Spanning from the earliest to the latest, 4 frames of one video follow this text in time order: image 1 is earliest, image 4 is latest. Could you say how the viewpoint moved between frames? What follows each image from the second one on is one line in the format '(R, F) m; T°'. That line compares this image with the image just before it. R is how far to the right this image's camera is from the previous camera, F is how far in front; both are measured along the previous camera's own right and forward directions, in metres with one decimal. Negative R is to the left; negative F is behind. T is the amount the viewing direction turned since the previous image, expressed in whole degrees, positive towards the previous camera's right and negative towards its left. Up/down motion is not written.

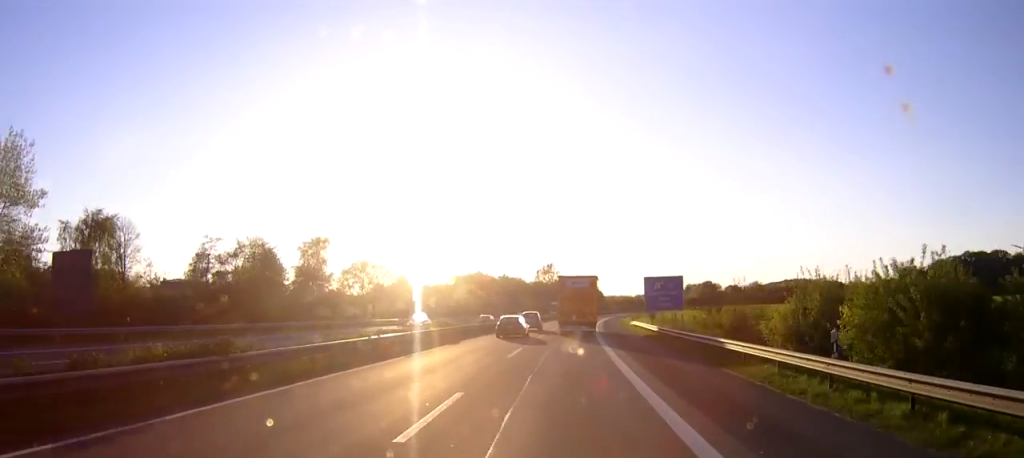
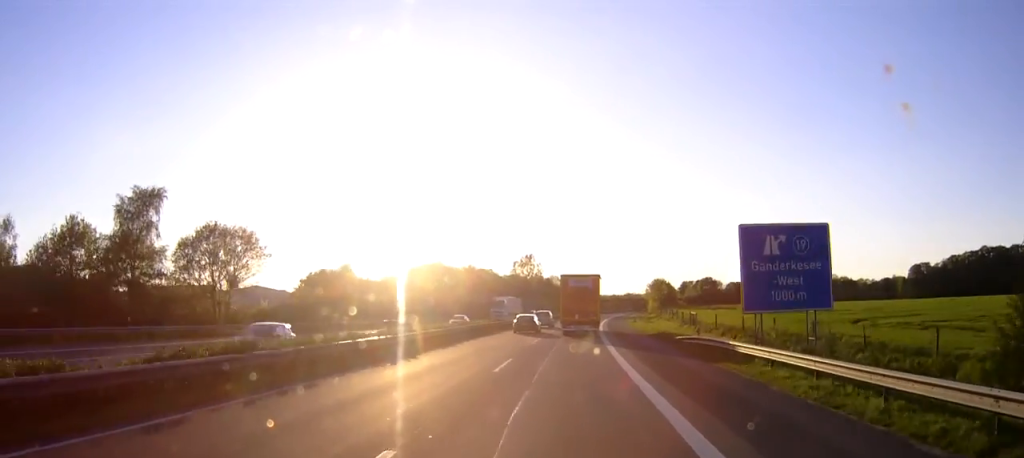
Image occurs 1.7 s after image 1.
(+0.2, +42.5) m; +1°
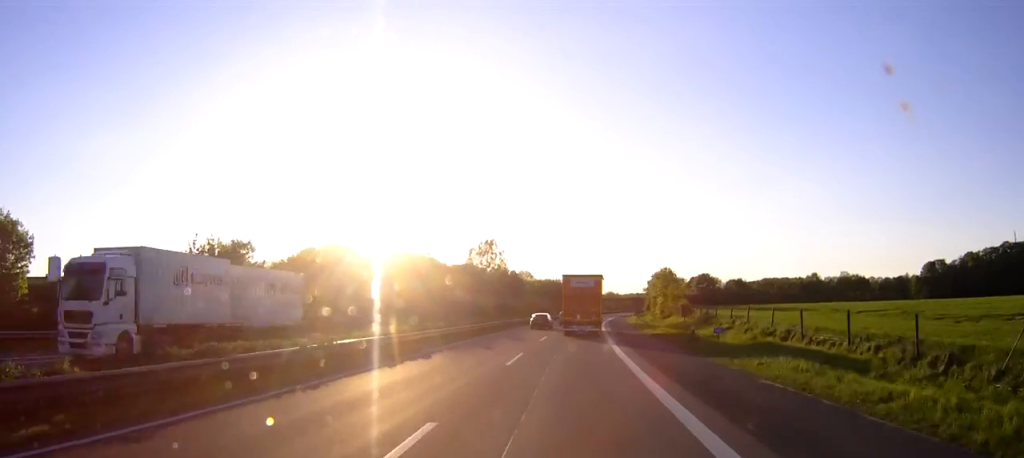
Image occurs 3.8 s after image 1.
(+1.1, +51.5) m; +2°
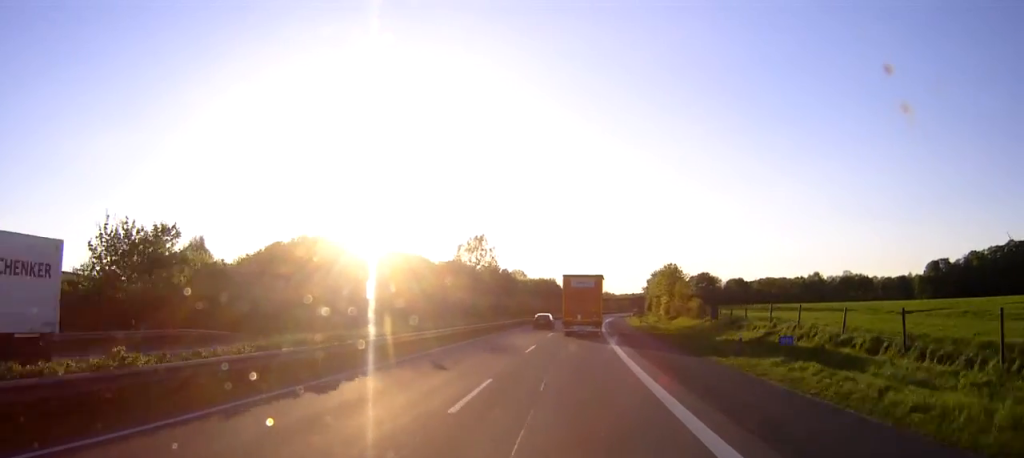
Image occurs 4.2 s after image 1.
(+0.1, +10.7) m; +1°
